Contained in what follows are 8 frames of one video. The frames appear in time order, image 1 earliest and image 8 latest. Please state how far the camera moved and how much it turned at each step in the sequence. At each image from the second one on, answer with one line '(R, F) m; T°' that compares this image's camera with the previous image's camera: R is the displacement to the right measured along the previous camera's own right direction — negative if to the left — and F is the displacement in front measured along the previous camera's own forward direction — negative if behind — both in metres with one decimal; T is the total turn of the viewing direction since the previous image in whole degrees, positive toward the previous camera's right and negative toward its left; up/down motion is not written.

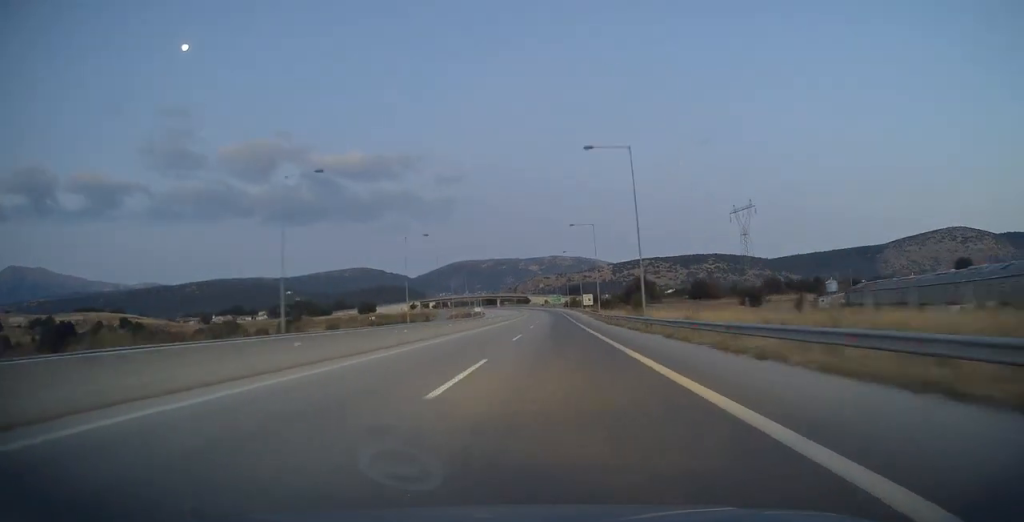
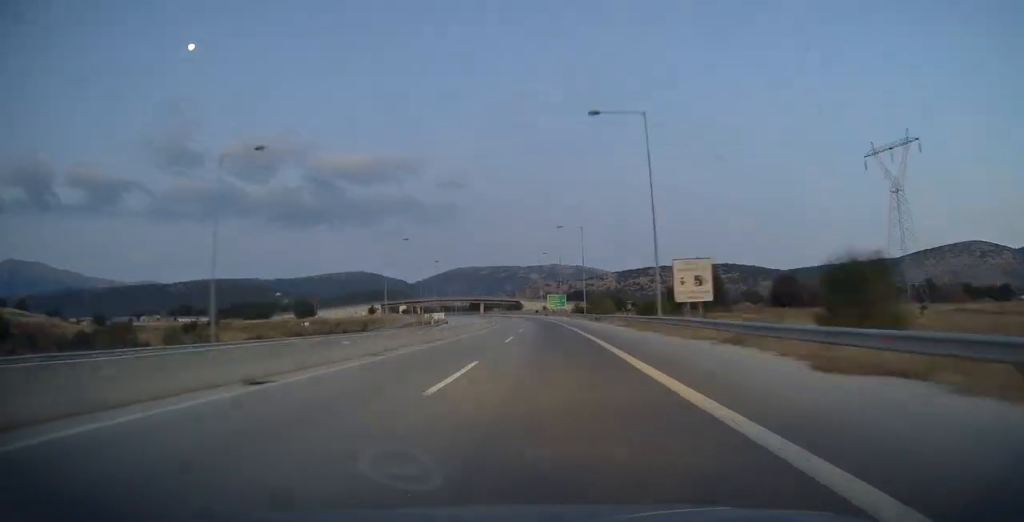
(-1.8, +89.6) m; -4°
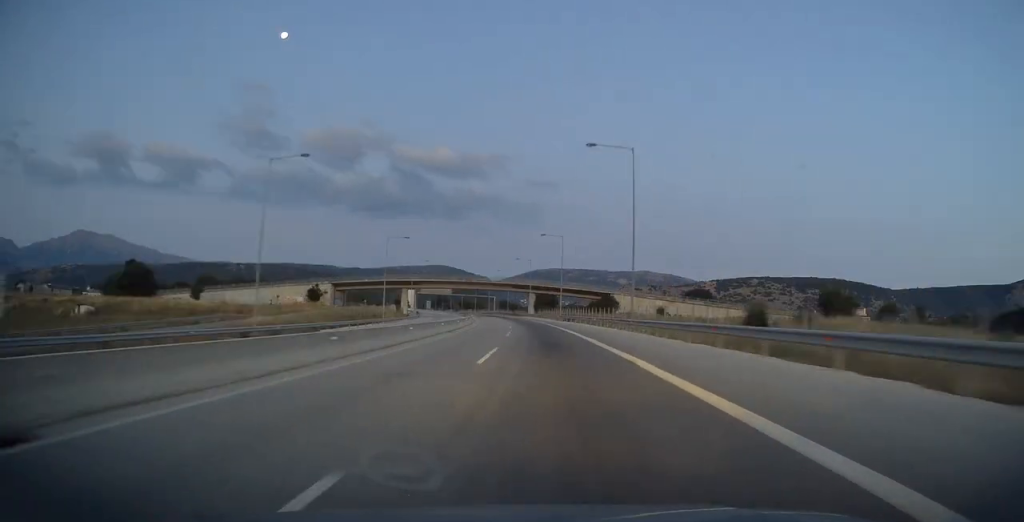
(-5.3, +157.1) m; -7°
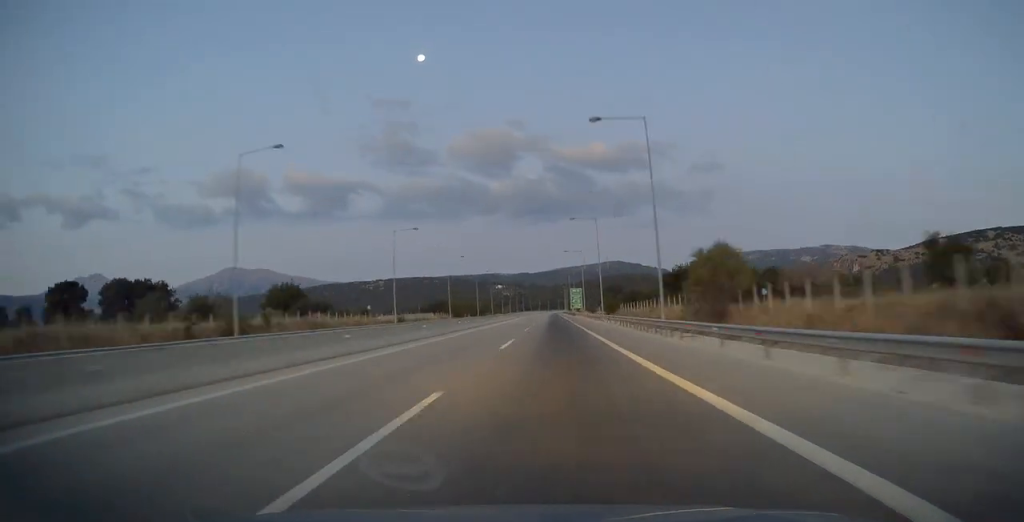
(-39.4, +283.8) m; -11°
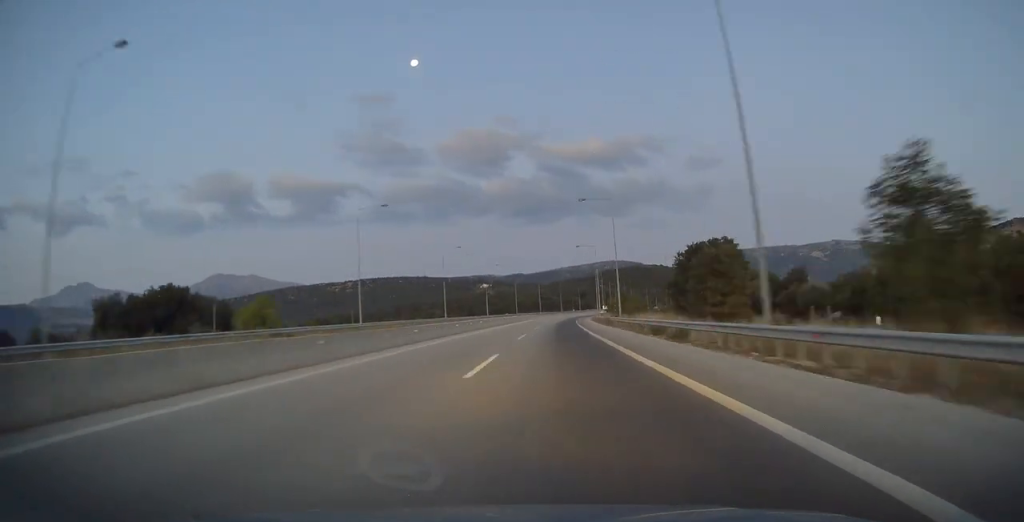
(-6.4, +265.9) m; +2°
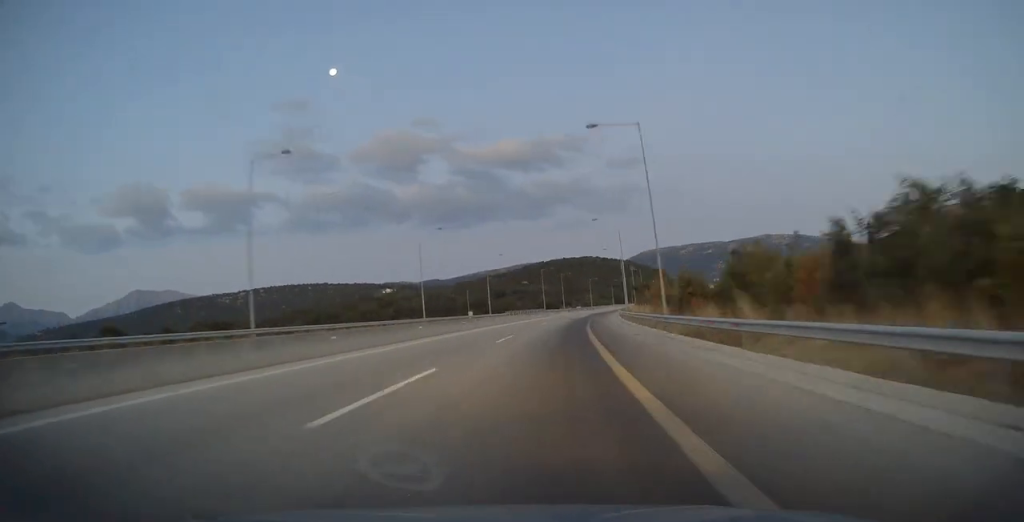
(+11.9, +190.3) m; +9°
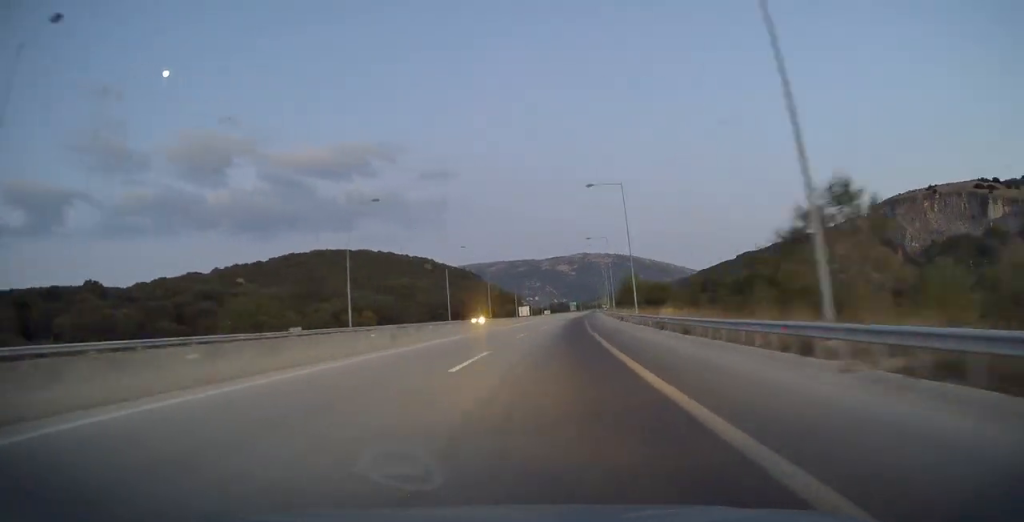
(+37.0, +256.7) m; +13°
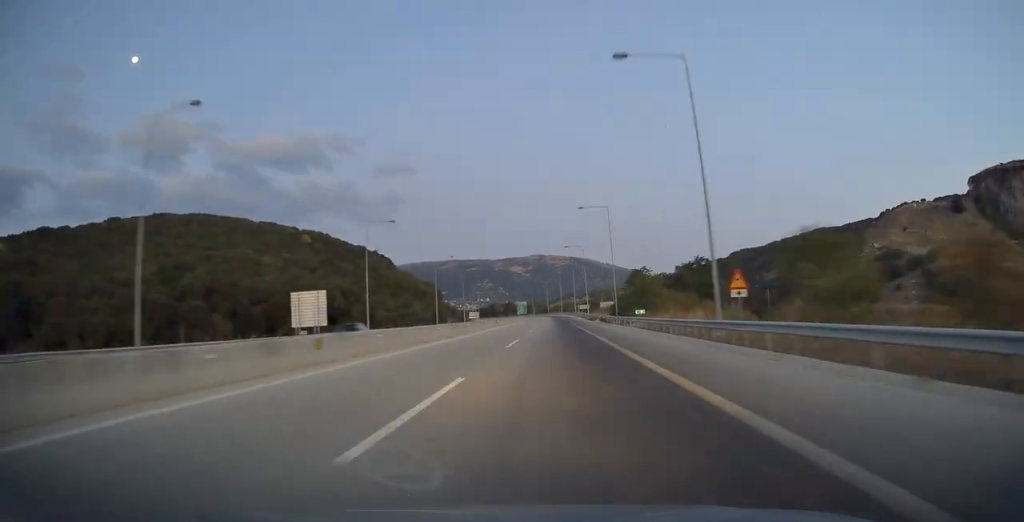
(+9.8, +153.1) m; +2°
